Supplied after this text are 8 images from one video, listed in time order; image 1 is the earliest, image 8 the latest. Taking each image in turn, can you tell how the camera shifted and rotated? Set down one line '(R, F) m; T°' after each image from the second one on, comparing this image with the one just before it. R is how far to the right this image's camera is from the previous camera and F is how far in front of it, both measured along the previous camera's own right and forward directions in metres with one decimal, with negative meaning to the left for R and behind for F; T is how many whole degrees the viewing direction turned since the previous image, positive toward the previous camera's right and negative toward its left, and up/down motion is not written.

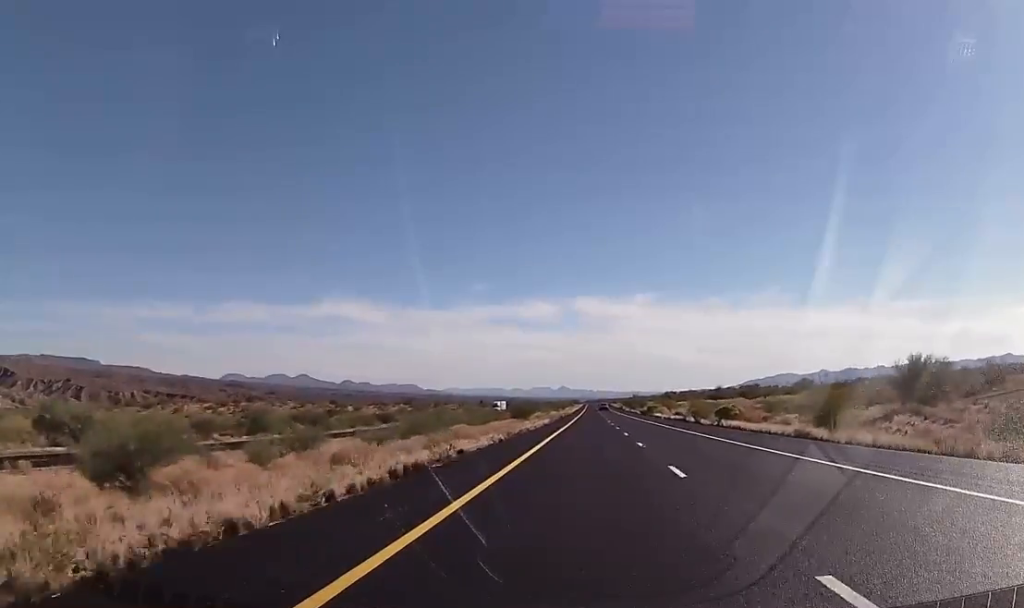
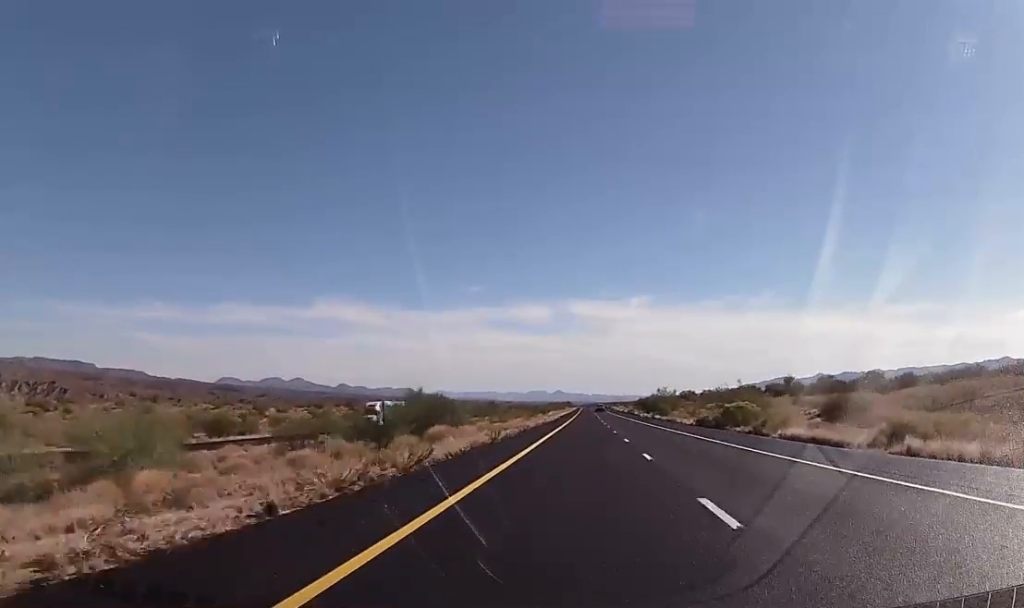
(+0.2, +79.1) m; 0°
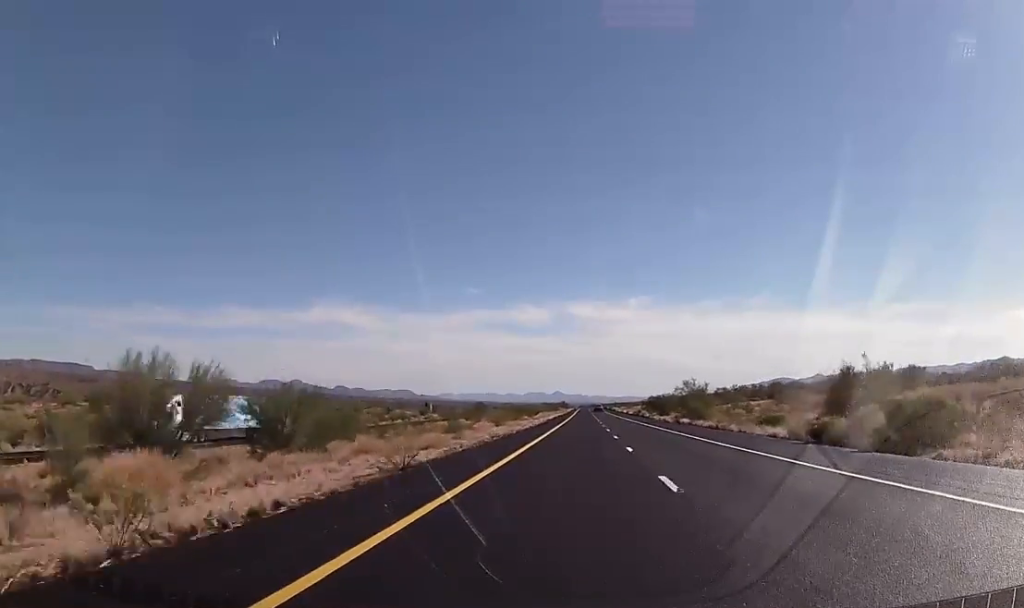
(0.0, +32.3) m; +1°
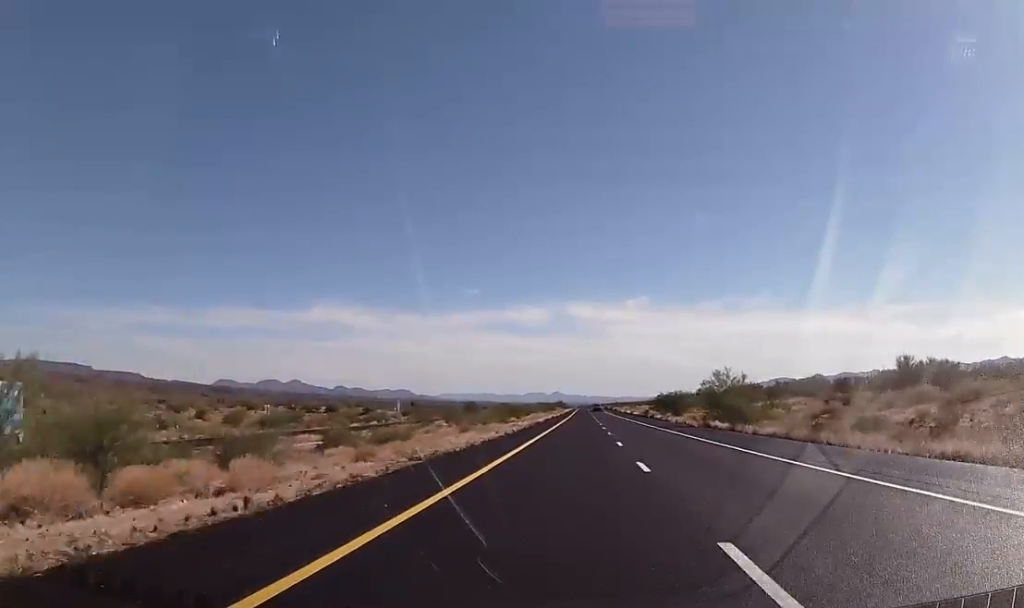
(+0.3, +20.0) m; 0°
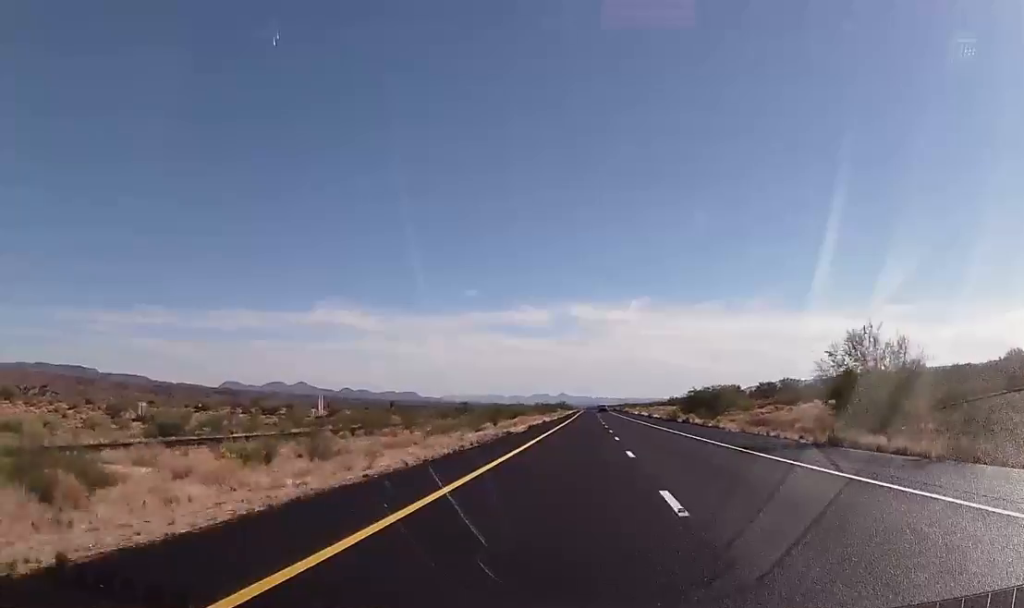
(-0.1, +31.1) m; -1°
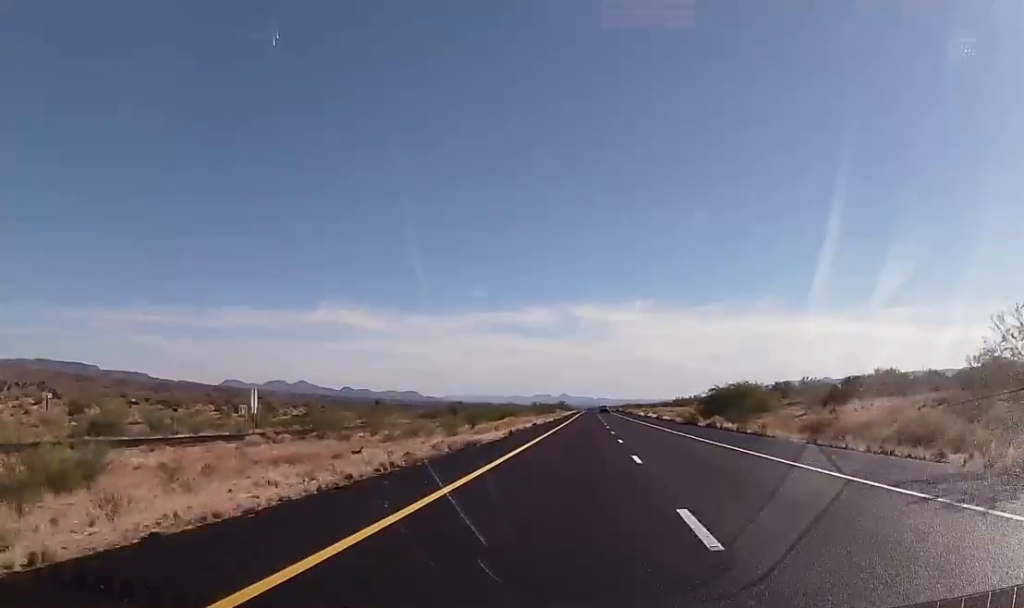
(0.0, +14.4) m; 0°
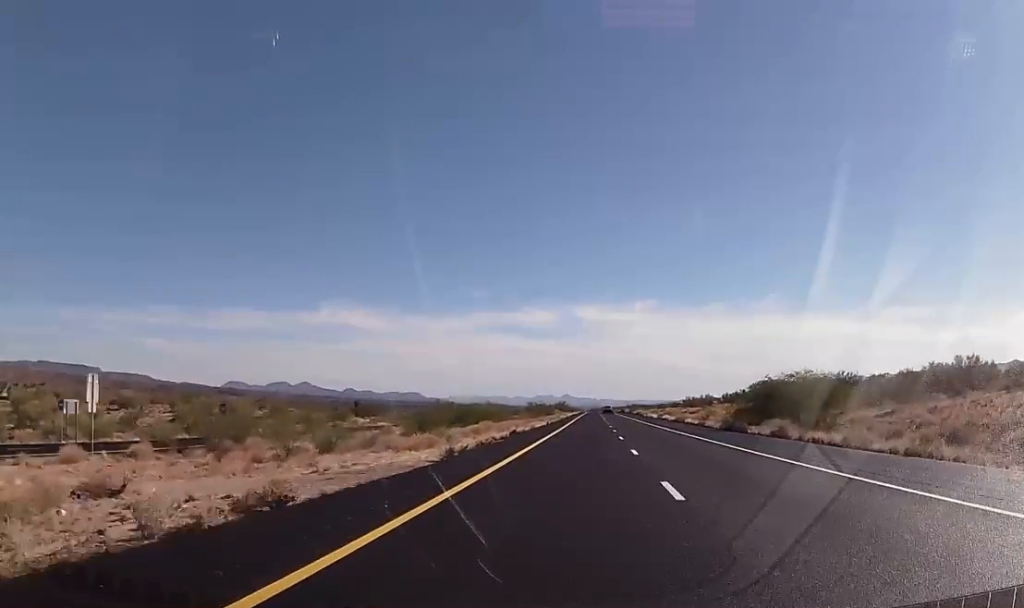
(-0.1, +20.0) m; 0°
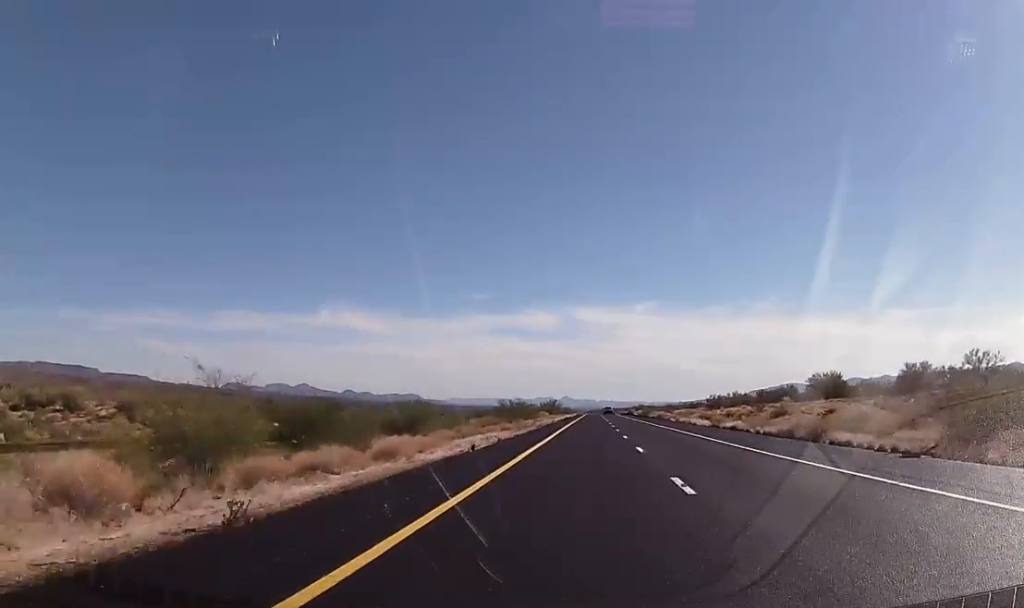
(+0.1, +47.6) m; 0°
